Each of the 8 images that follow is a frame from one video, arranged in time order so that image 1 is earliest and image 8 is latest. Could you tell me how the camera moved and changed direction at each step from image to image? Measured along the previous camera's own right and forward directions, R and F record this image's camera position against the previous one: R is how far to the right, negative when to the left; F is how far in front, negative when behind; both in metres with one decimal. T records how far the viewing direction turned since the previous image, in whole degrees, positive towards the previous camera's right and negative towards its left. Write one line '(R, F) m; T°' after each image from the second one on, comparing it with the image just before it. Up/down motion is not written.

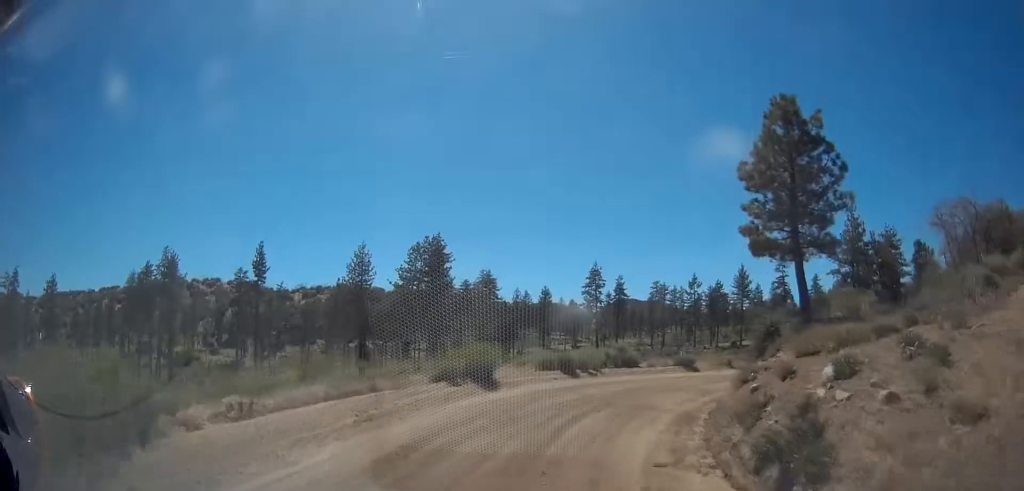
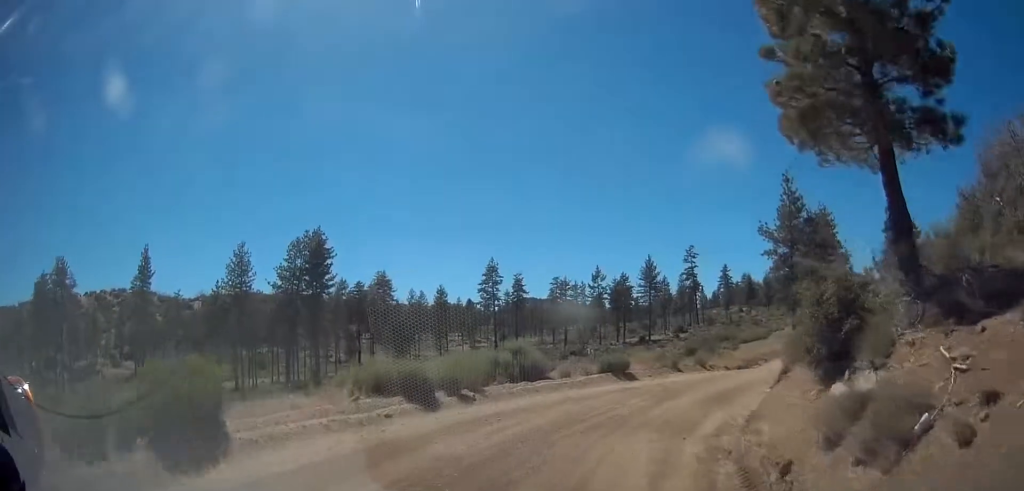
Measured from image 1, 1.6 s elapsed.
(+0.7, +10.2) m; +11°
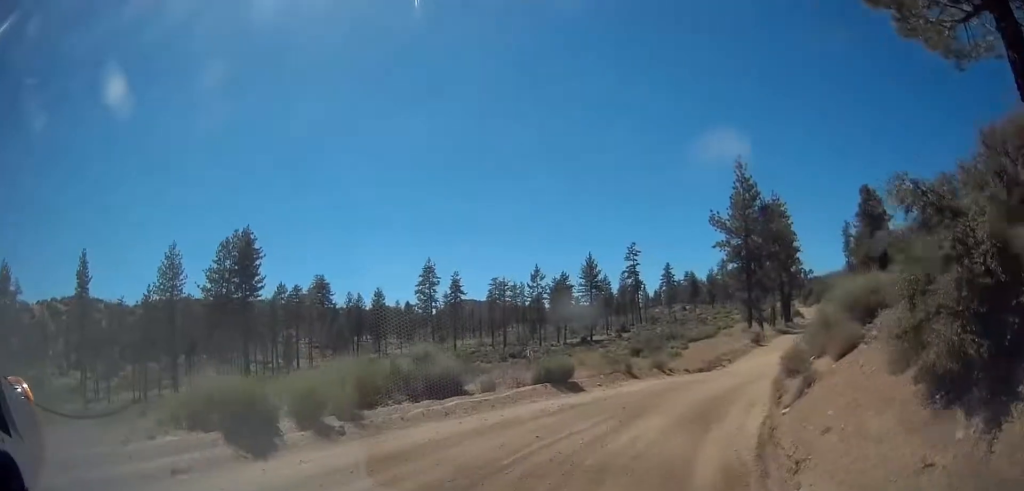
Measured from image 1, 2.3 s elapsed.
(+0.3, +4.7) m; +4°
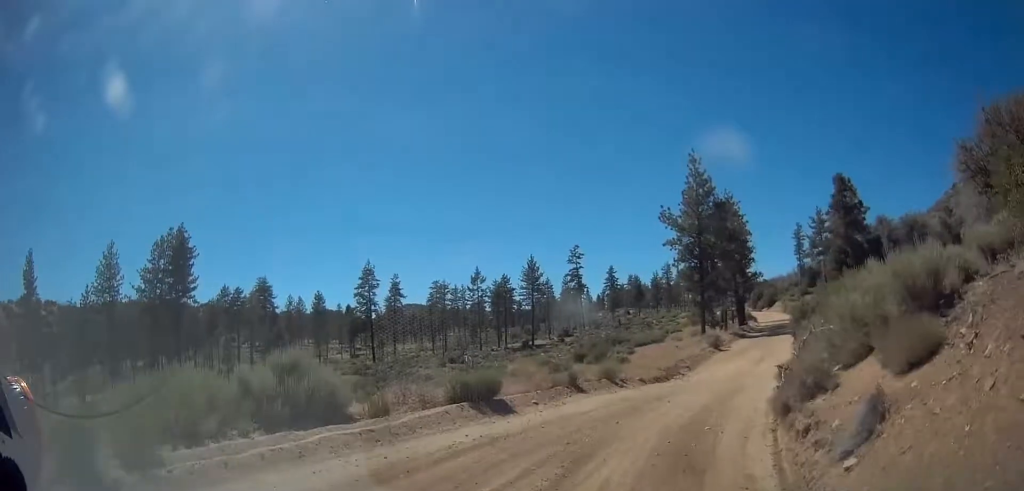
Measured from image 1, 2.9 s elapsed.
(+0.1, +4.1) m; +5°
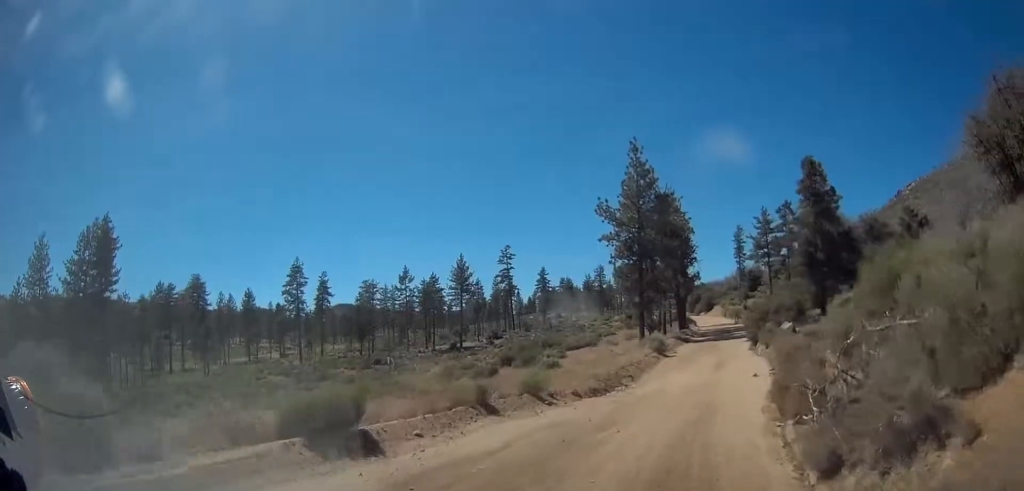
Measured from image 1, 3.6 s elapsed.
(-0.1, +4.5) m; +7°
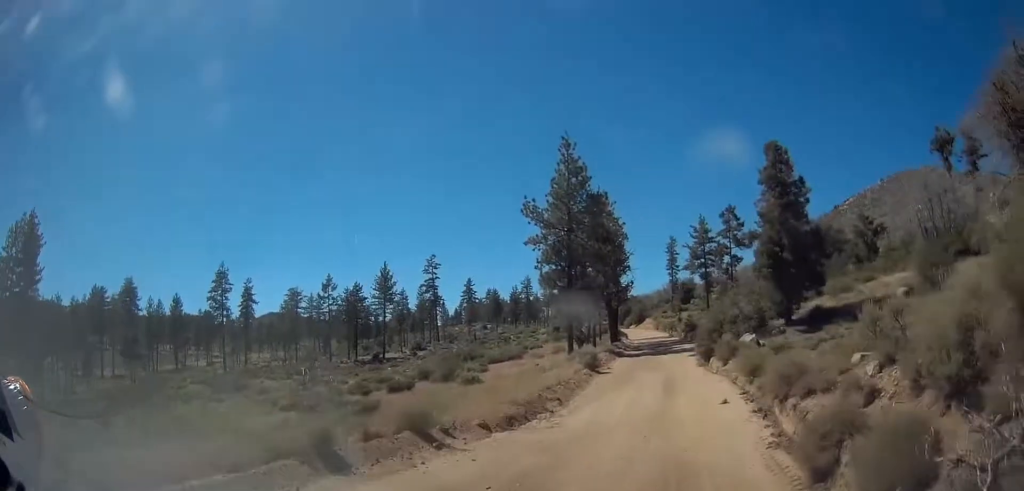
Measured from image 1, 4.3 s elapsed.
(+0.7, +4.5) m; +7°
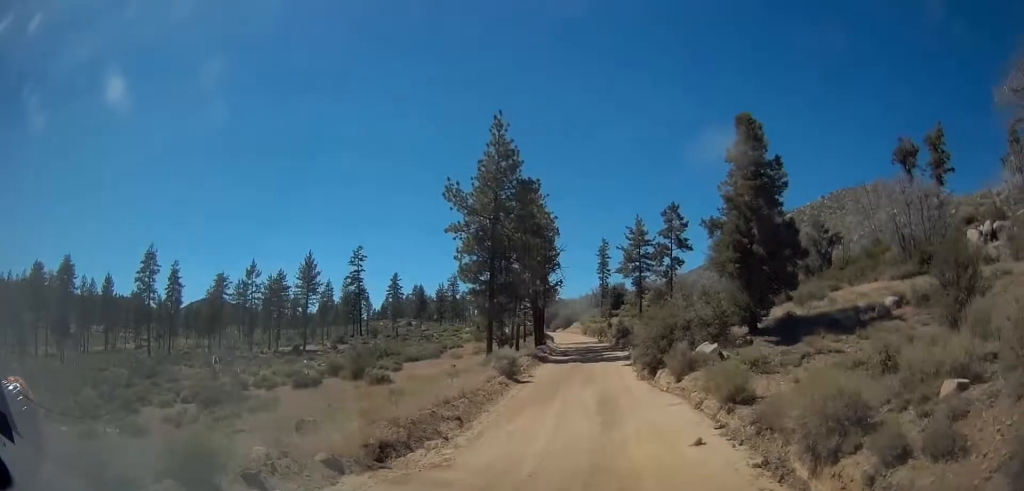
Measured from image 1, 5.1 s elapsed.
(+0.3, +4.8) m; +6°
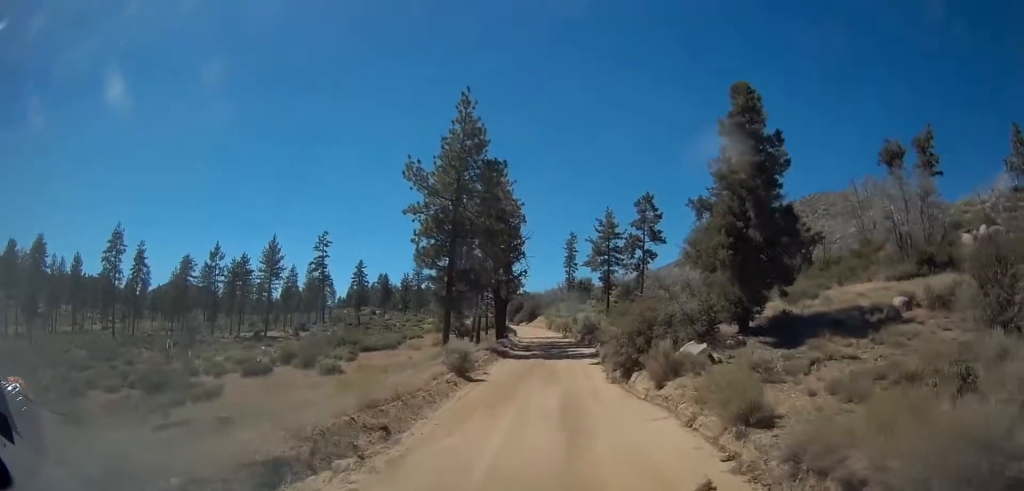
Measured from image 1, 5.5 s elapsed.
(-0.1, +3.0) m; +3°
